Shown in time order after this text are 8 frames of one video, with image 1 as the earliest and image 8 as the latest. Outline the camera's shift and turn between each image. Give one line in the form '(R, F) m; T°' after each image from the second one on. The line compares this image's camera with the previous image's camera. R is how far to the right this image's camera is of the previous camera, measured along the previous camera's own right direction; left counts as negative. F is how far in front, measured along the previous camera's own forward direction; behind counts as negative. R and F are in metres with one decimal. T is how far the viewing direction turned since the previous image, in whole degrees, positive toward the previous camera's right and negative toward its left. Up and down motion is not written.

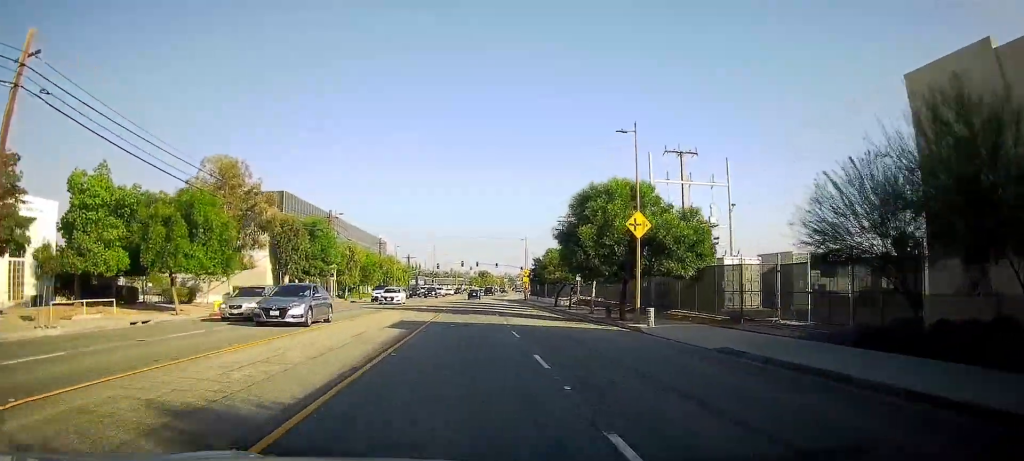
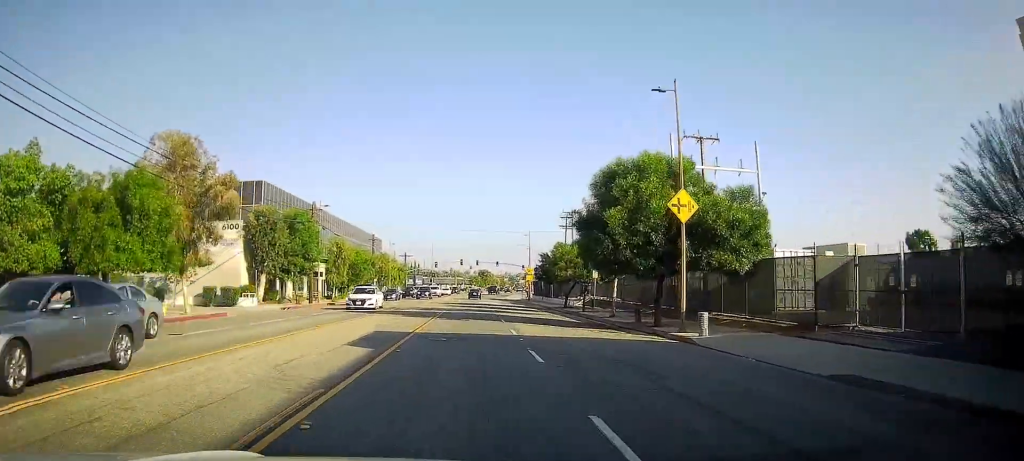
(0.0, +6.4) m; 0°
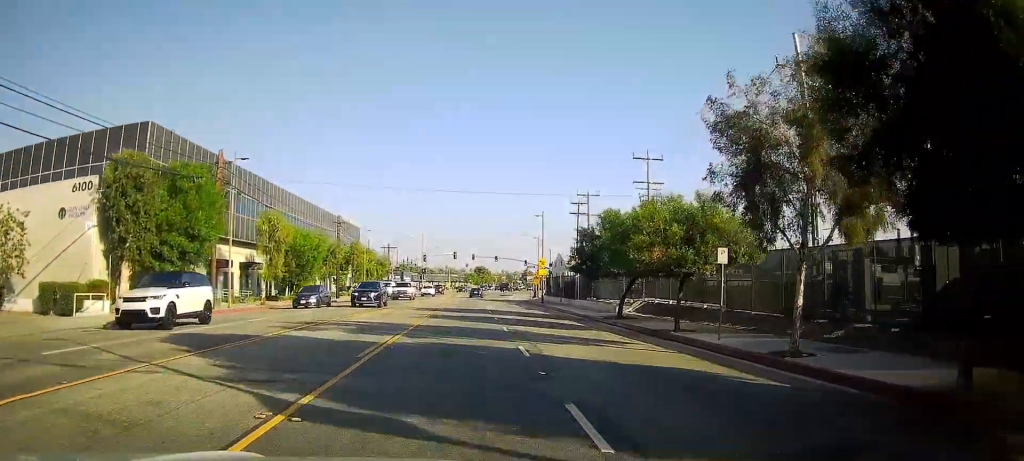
(0.0, +21.5) m; 0°
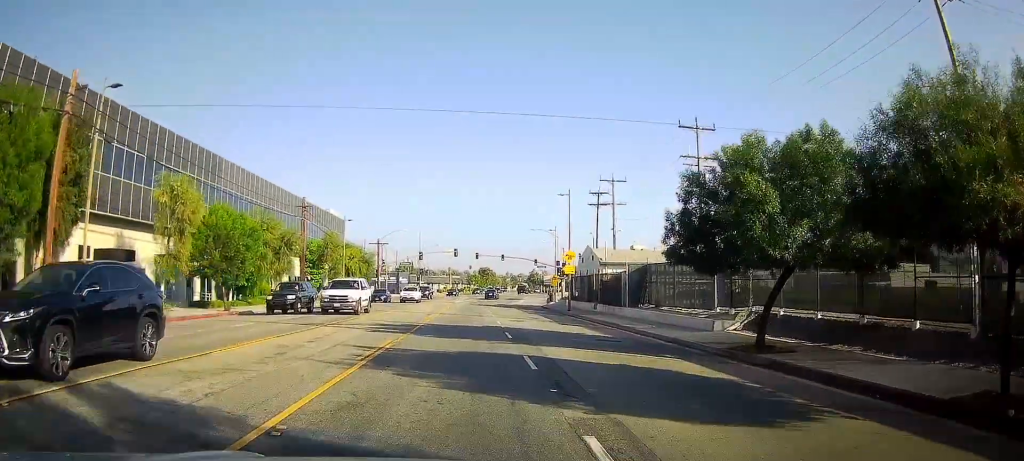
(0.0, +16.3) m; +1°
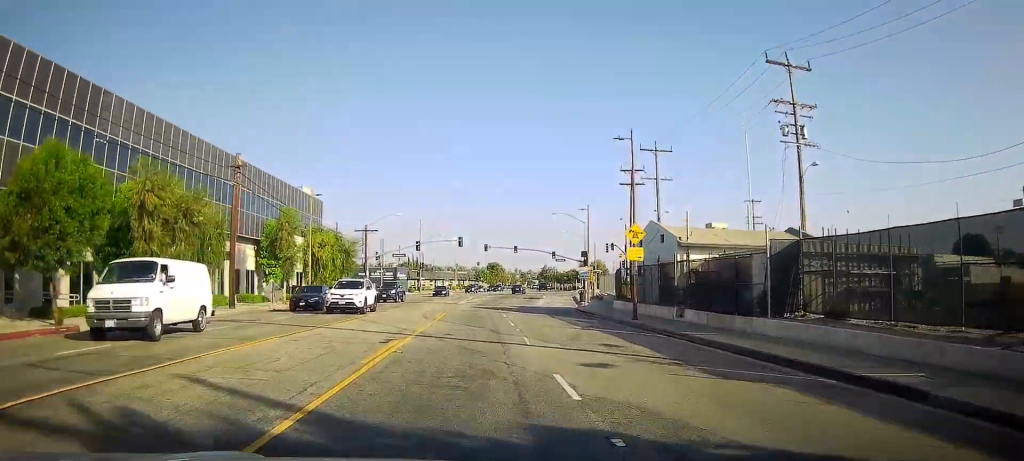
(+0.3, +17.8) m; 0°
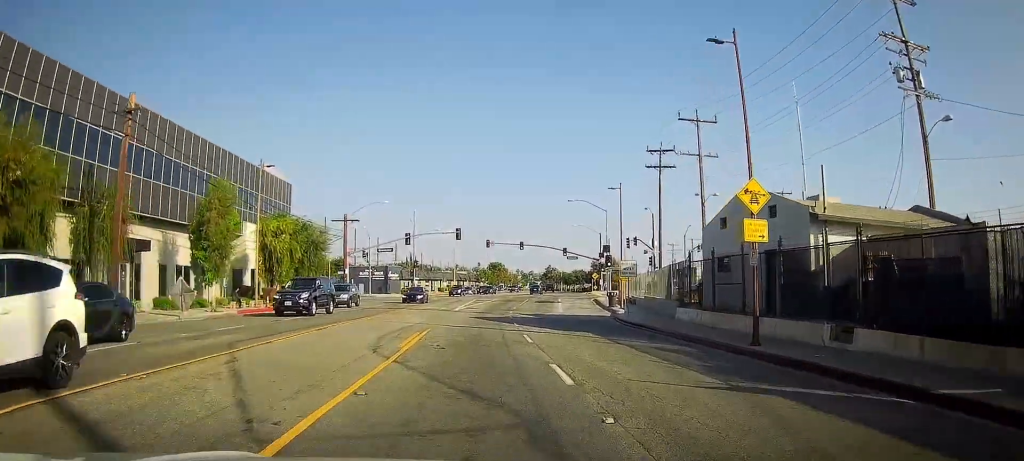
(-0.2, +13.9) m; -2°
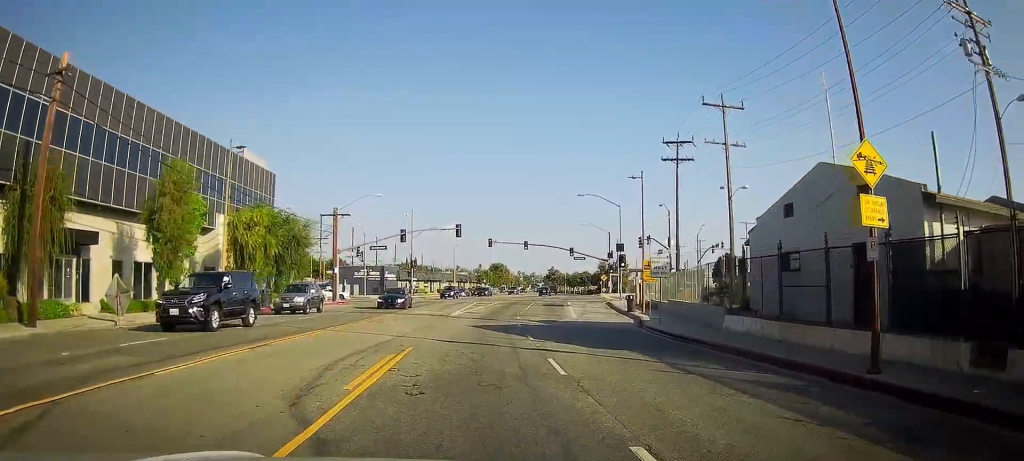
(0.0, +6.4) m; -1°
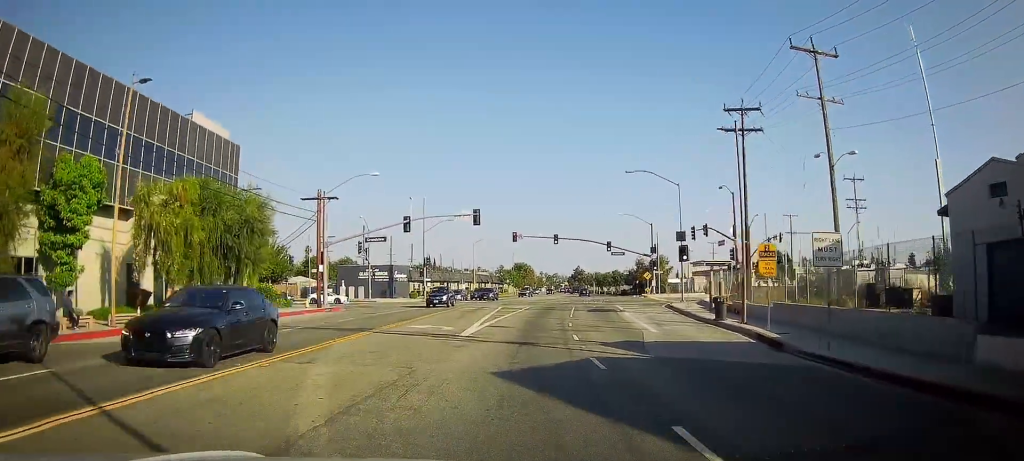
(-0.4, +14.2) m; -1°
